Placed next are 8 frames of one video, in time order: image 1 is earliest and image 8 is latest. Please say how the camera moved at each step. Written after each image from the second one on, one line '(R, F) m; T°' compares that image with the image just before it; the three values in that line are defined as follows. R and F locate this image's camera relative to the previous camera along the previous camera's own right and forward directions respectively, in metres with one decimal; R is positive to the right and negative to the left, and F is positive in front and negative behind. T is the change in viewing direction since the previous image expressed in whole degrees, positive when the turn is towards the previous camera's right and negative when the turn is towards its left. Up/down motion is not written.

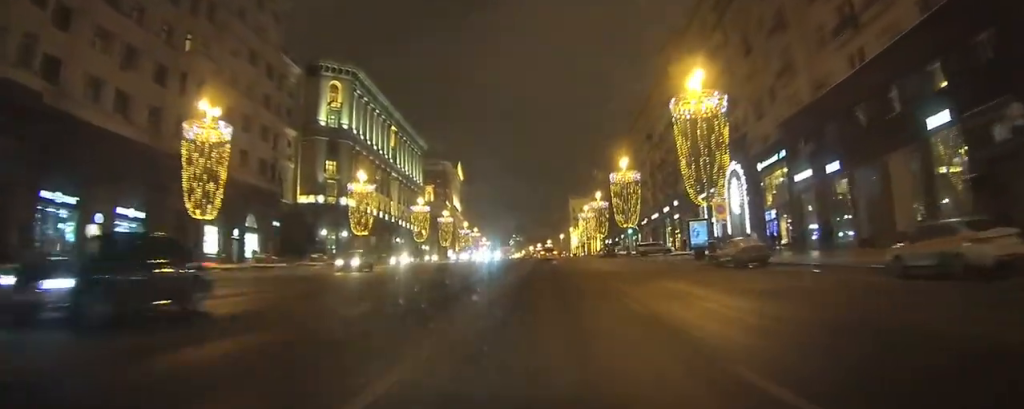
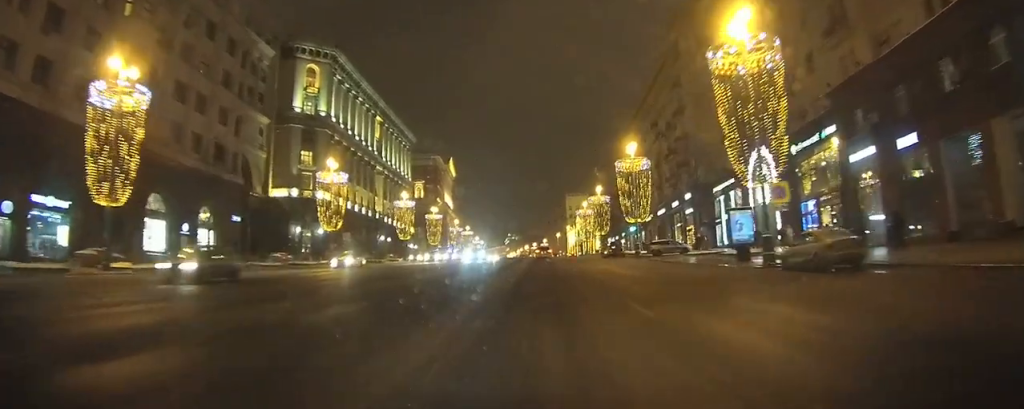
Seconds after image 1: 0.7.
(-0.1, +9.5) m; 0°
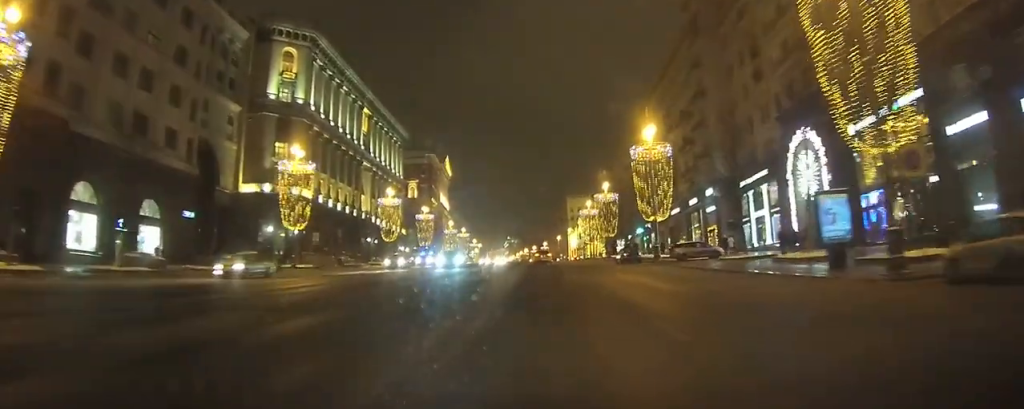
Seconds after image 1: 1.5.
(0.0, +10.0) m; 0°
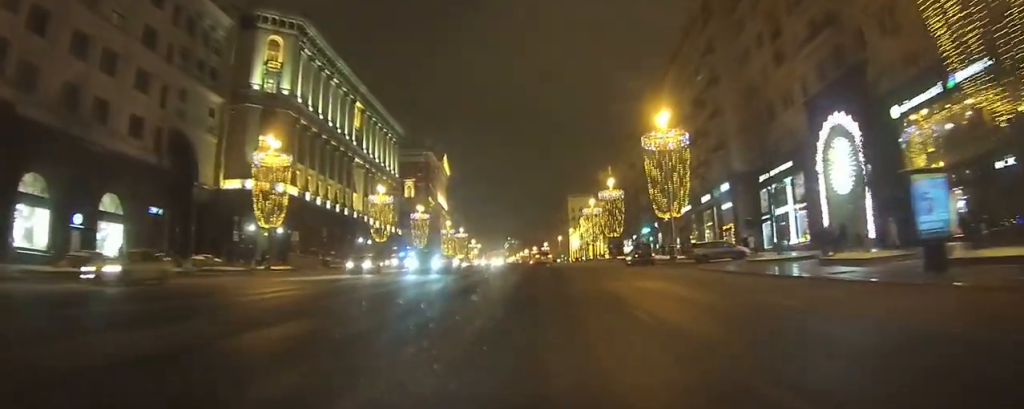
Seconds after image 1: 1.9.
(0.0, +5.7) m; 0°
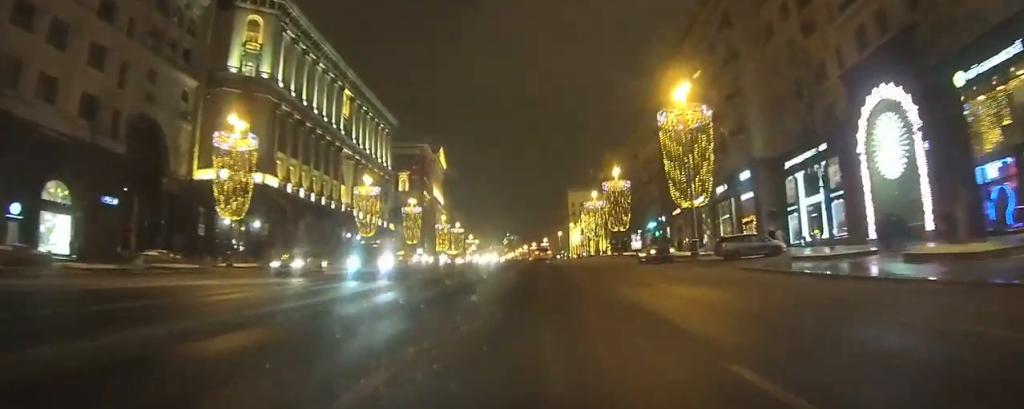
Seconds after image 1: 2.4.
(+0.1, +6.6) m; +1°
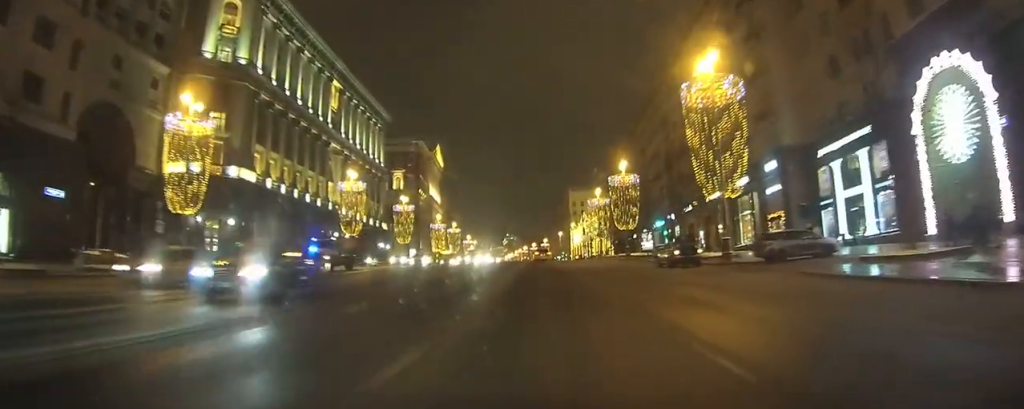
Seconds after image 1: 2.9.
(0.0, +6.5) m; +1°
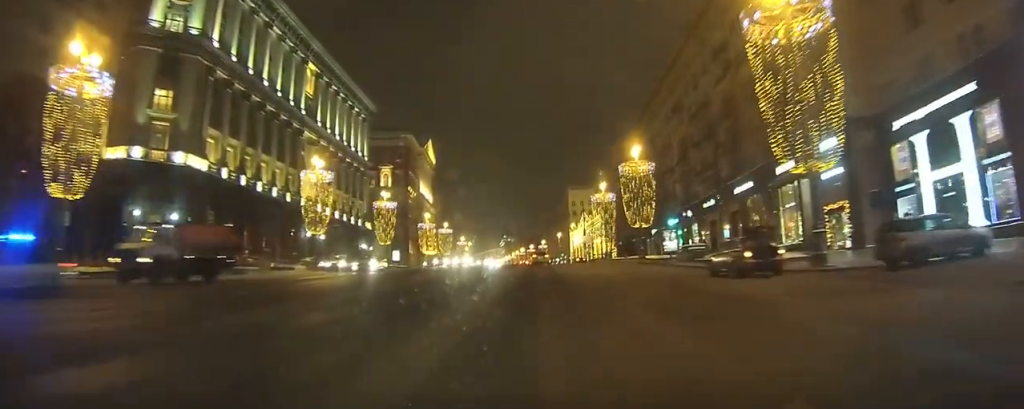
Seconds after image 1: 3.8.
(+0.2, +11.0) m; +1°
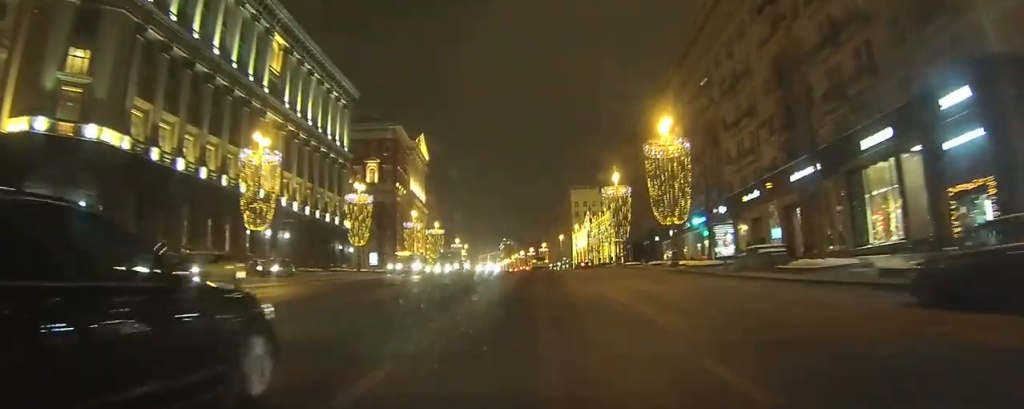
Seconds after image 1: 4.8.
(0.0, +13.6) m; -1°
